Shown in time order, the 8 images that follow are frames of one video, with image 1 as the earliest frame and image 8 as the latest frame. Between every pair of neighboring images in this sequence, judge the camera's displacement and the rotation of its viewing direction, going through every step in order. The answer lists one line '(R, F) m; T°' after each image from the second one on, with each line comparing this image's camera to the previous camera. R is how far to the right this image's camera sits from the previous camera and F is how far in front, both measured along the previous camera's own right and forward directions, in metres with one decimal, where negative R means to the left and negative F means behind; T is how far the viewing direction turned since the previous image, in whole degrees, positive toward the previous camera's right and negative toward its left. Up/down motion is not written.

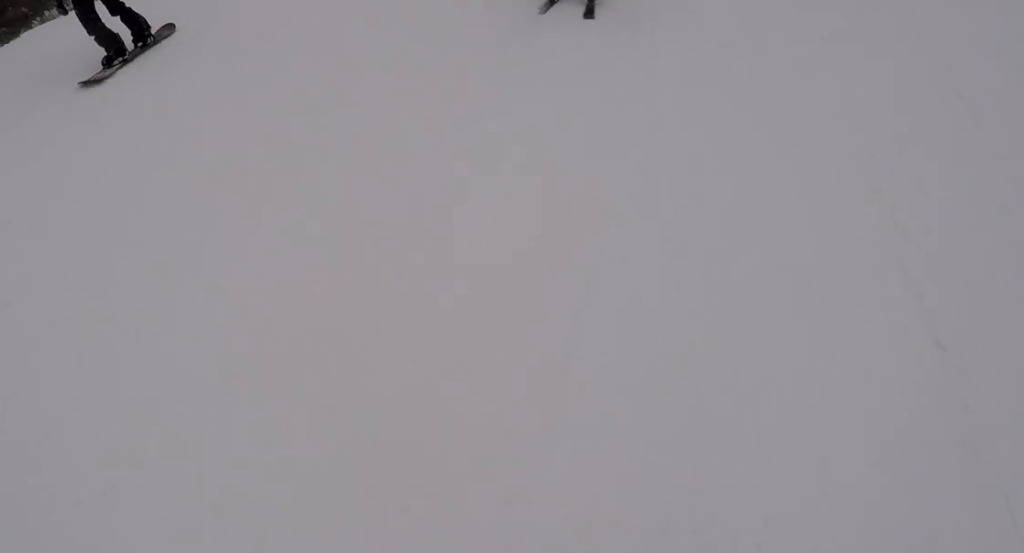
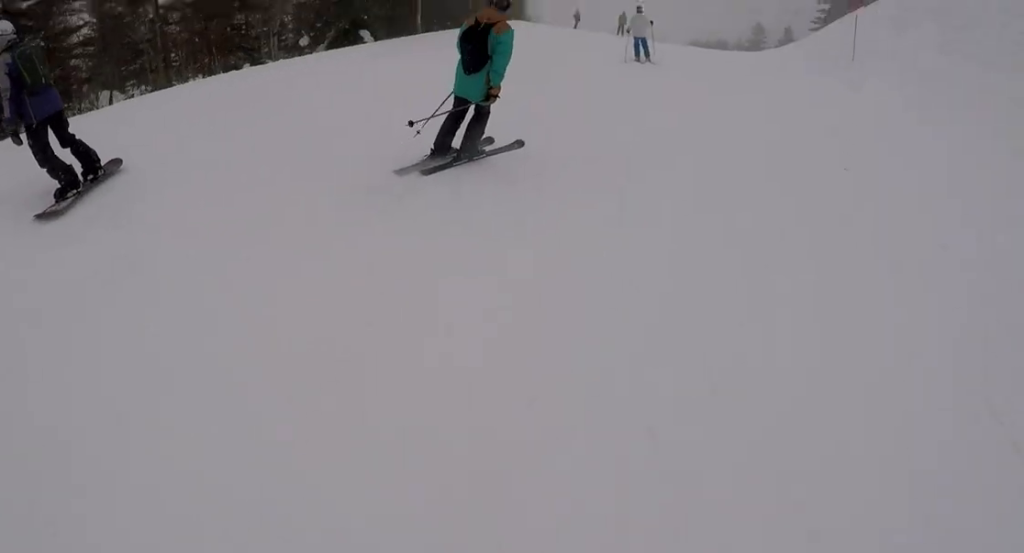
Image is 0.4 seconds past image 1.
(-0.5, +2.6) m; 0°
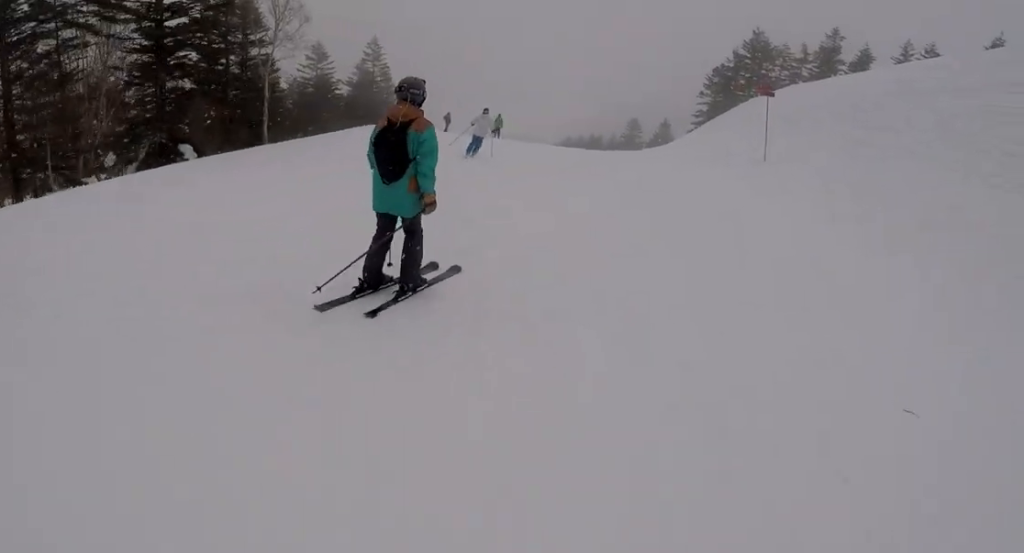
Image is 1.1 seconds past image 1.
(0.0, +4.0) m; +4°
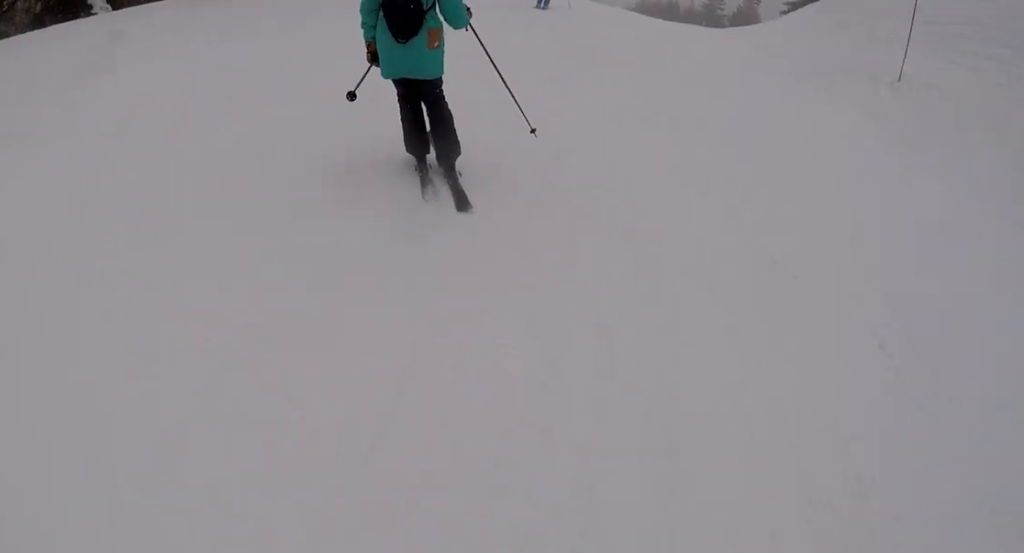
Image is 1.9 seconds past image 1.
(+0.7, +5.4) m; +5°
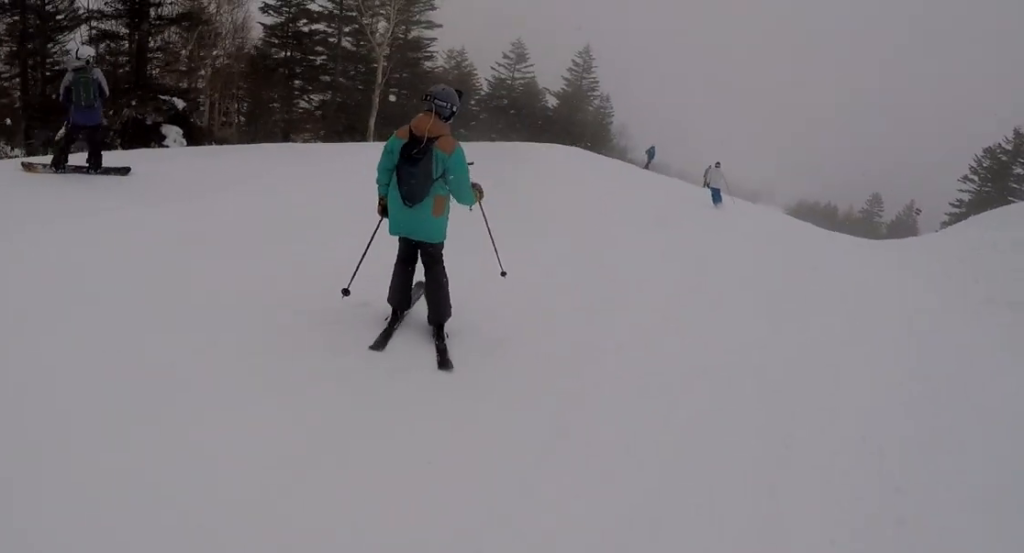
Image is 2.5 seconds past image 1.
(+0.1, +3.1) m; -6°
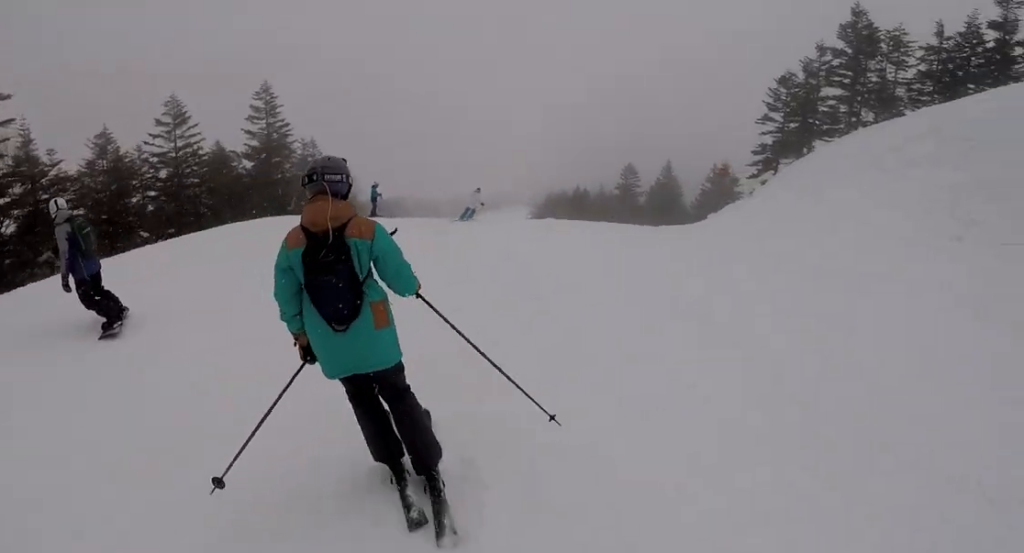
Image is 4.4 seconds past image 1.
(-2.1, +11.3) m; -9°
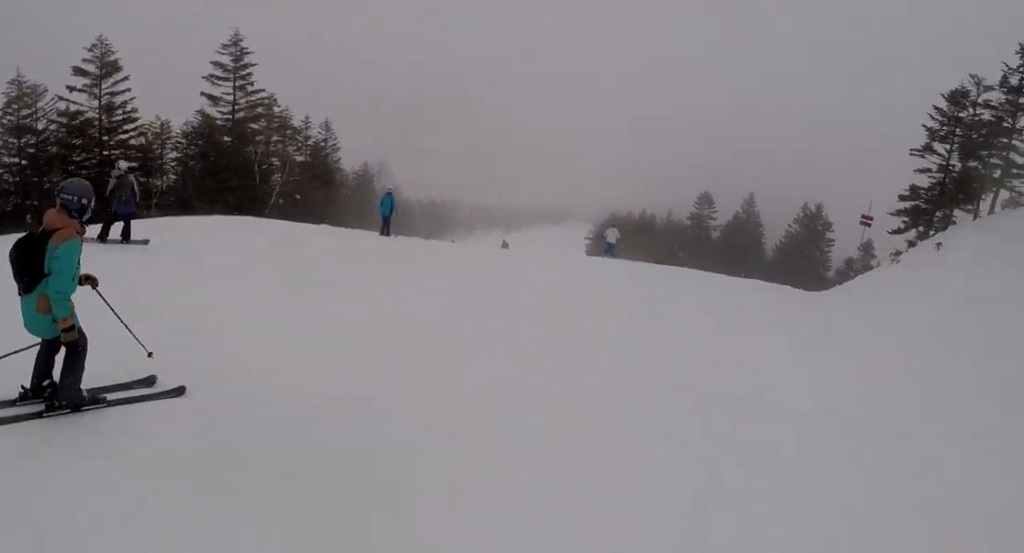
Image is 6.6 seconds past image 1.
(+2.0, +10.9) m; +19°
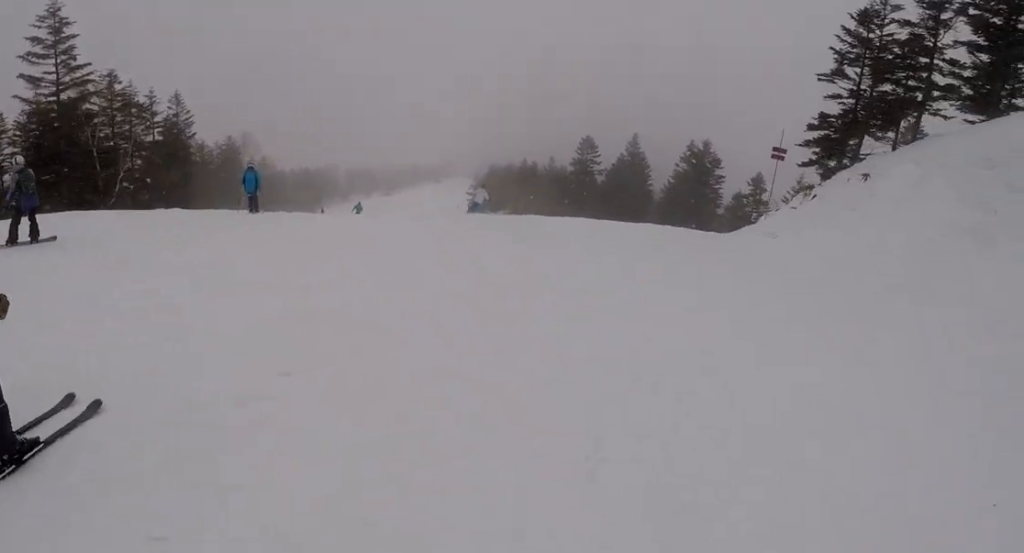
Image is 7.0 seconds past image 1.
(+0.1, +2.4) m; +4°
